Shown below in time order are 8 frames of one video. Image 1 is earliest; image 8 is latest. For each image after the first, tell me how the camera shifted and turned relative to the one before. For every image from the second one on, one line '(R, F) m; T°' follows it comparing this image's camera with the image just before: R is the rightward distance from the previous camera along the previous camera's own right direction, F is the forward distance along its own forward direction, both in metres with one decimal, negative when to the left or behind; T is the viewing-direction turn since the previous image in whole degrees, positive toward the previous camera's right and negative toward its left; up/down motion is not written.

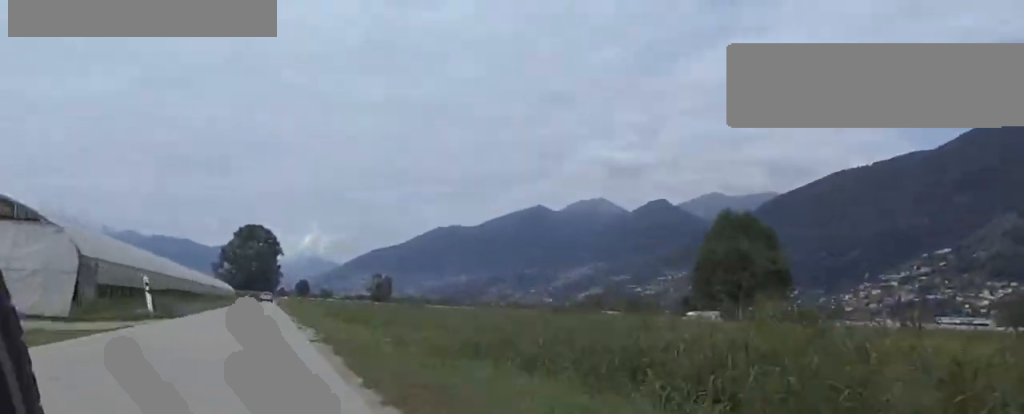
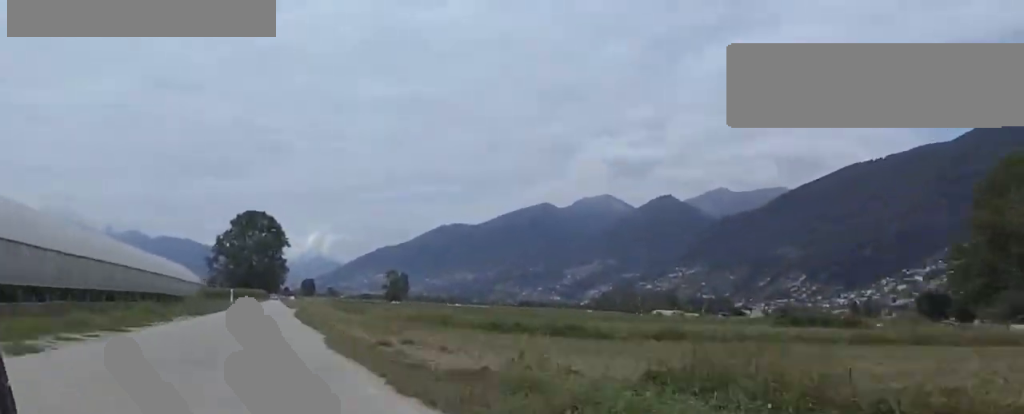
(0.0, +44.8) m; 0°
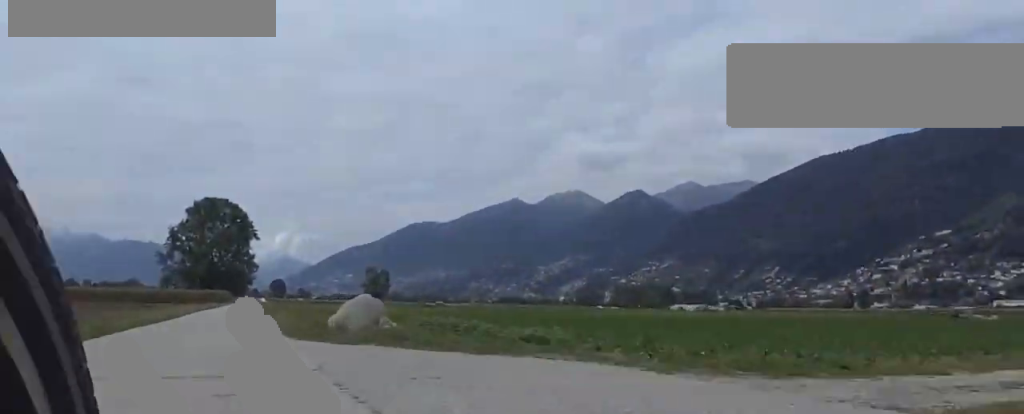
(0.0, +35.3) m; 0°
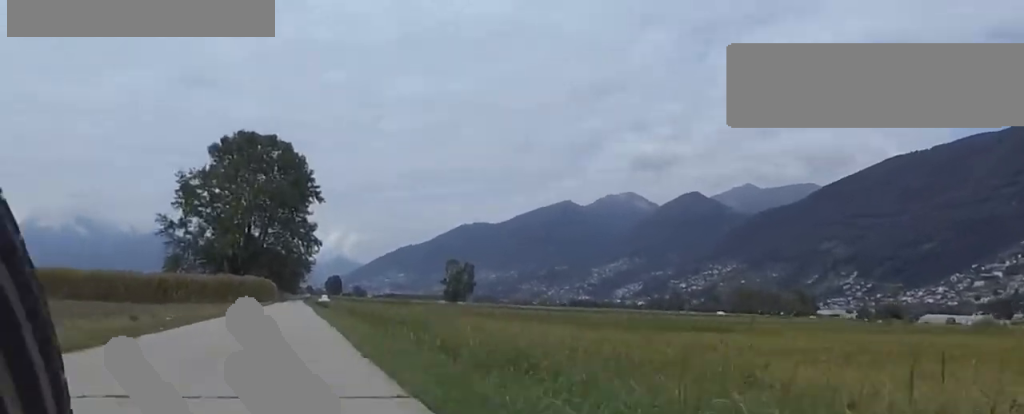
(+3.2, +89.9) m; +3°
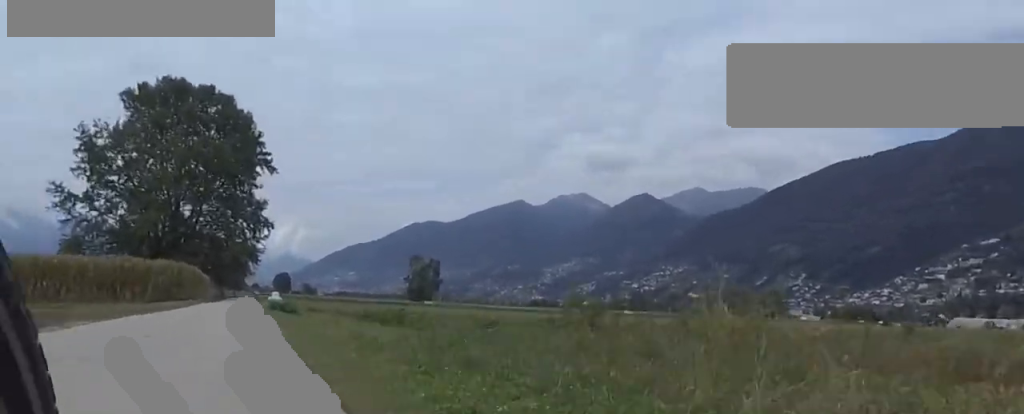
(-0.7, +27.5) m; -1°
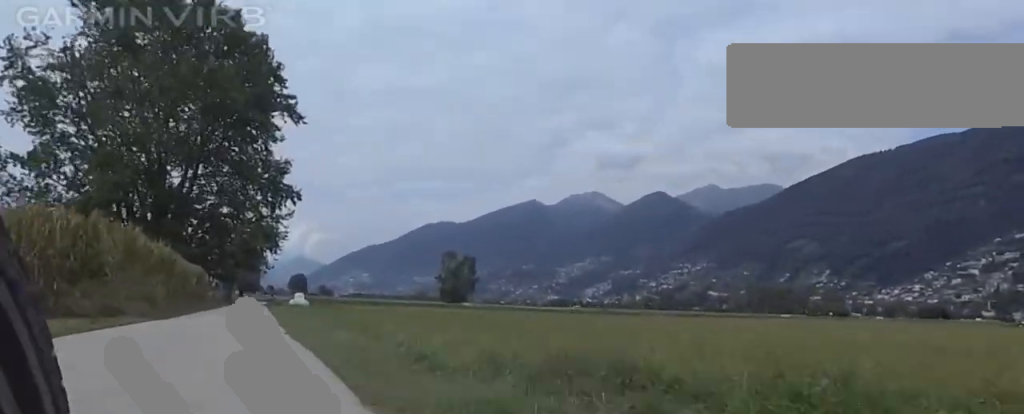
(-0.3, +32.3) m; 0°
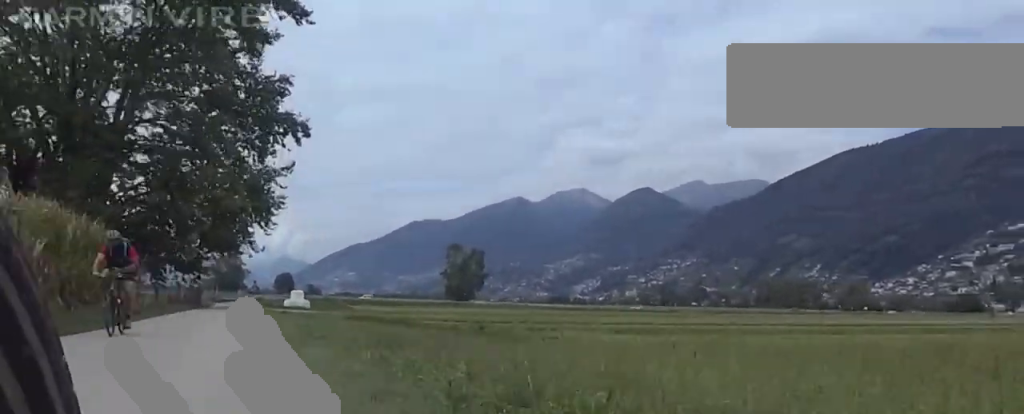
(0.0, +24.1) m; -1°
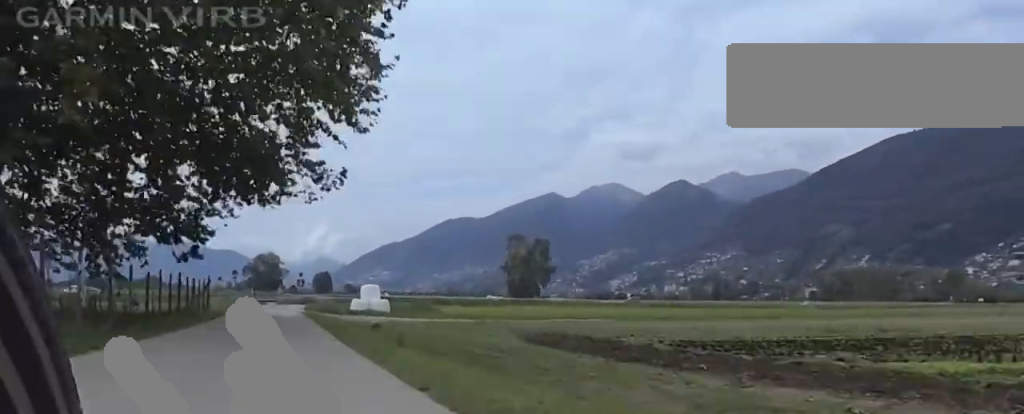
(+0.3, +23.6) m; -3°
